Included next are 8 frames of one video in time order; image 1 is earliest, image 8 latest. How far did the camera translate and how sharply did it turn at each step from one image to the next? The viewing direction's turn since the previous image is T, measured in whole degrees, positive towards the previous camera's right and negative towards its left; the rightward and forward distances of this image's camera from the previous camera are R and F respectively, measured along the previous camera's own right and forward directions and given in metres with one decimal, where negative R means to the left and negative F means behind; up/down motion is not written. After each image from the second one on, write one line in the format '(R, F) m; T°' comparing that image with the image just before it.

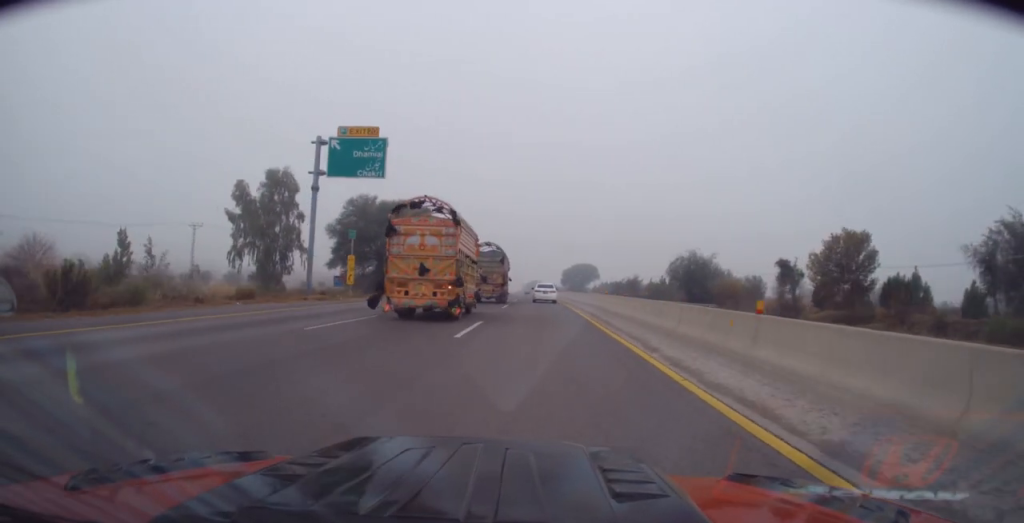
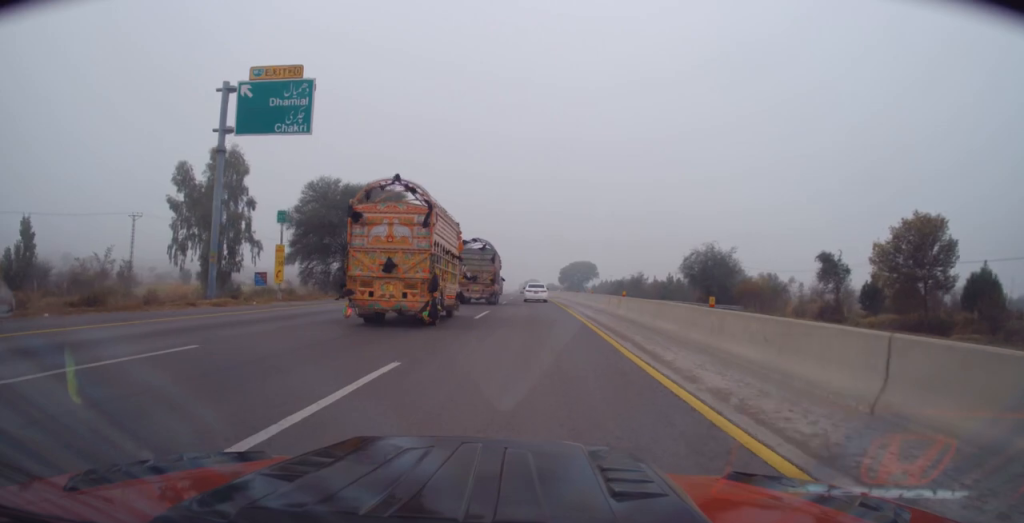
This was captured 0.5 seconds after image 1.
(+0.1, +10.9) m; 0°
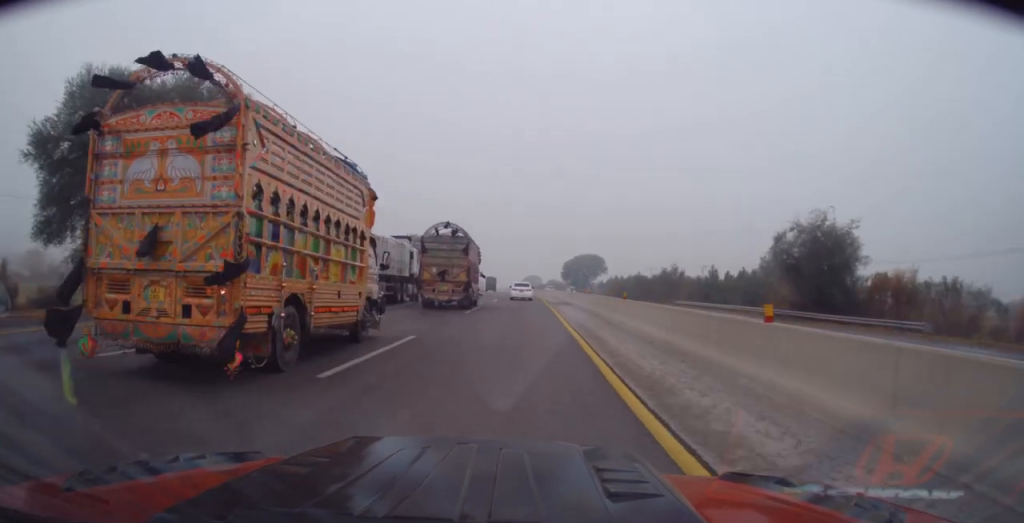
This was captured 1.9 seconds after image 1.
(+0.3, +31.1) m; +1°
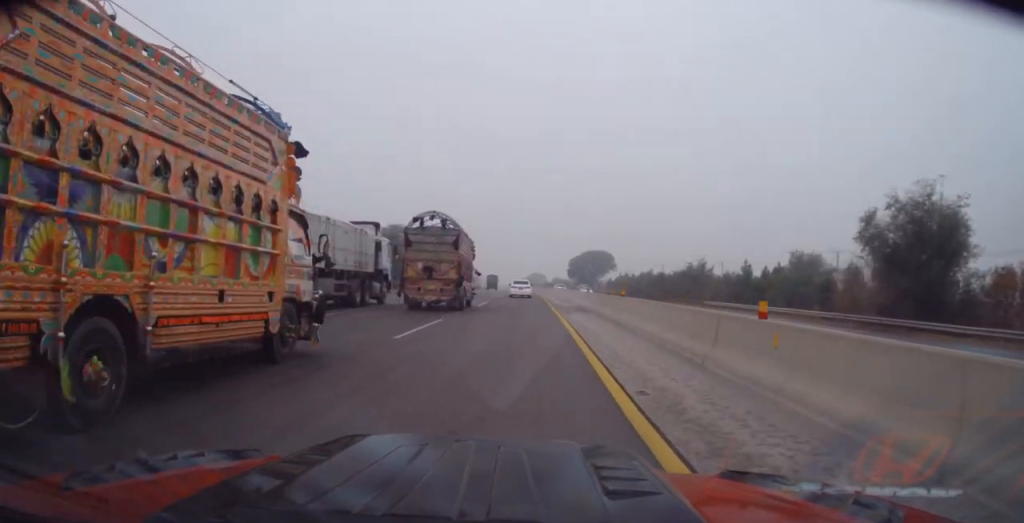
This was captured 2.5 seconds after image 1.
(+0.1, +13.1) m; 0°
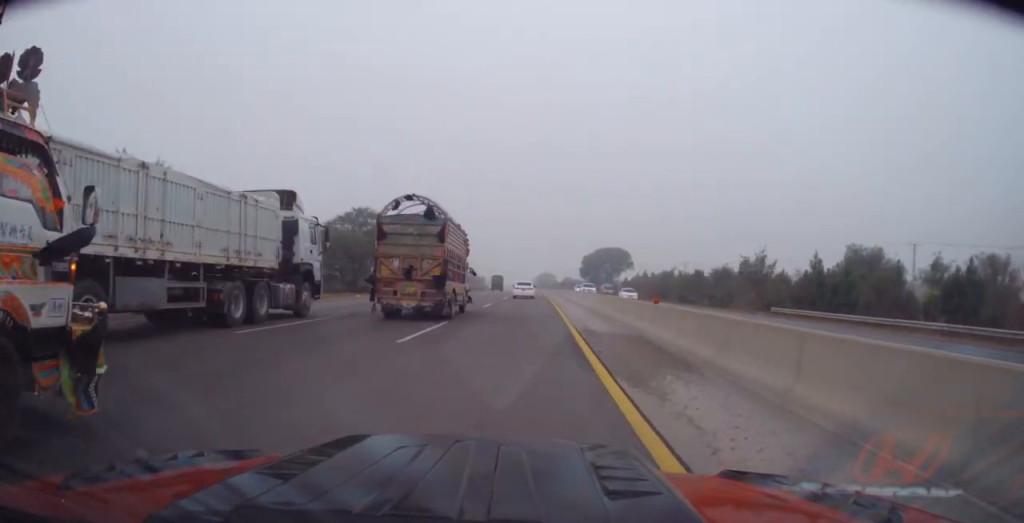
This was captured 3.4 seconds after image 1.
(-0.1, +18.2) m; -2°
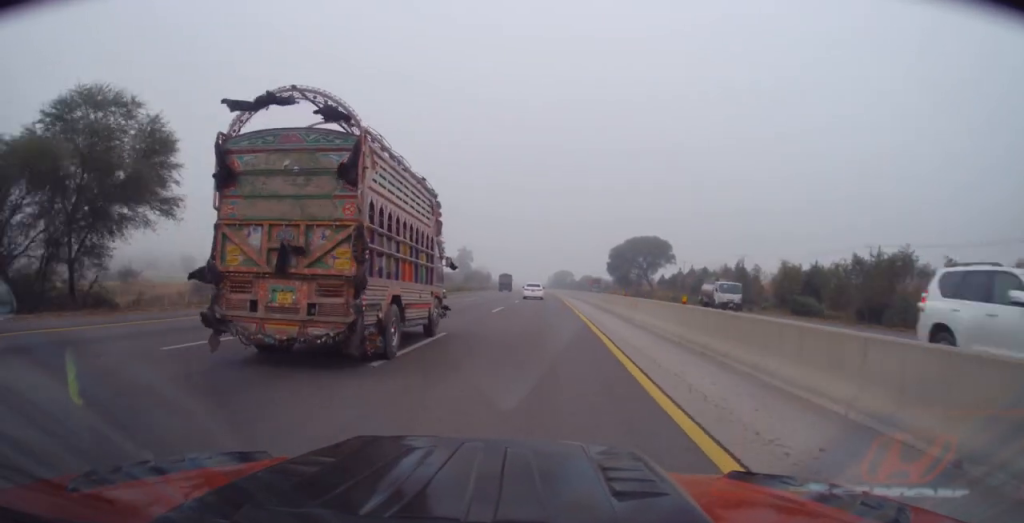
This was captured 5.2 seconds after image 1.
(-0.7, +39.7) m; 0°
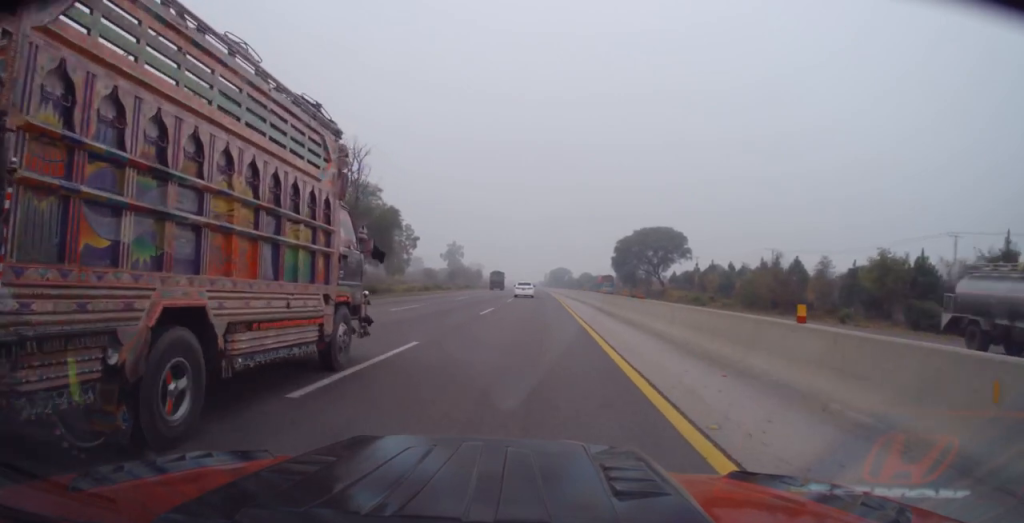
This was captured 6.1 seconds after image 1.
(+0.1, +20.8) m; +1°
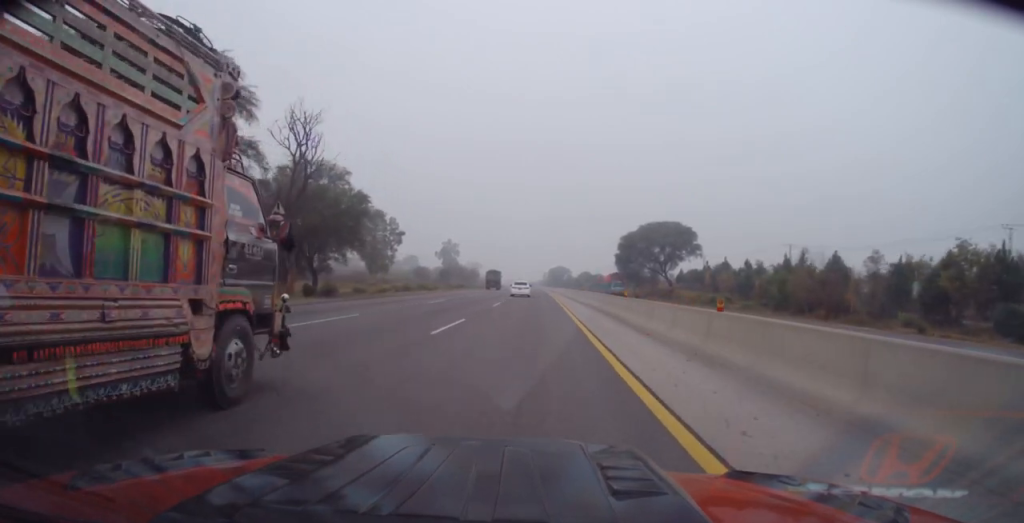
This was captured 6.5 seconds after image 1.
(0.0, +9.7) m; 0°
